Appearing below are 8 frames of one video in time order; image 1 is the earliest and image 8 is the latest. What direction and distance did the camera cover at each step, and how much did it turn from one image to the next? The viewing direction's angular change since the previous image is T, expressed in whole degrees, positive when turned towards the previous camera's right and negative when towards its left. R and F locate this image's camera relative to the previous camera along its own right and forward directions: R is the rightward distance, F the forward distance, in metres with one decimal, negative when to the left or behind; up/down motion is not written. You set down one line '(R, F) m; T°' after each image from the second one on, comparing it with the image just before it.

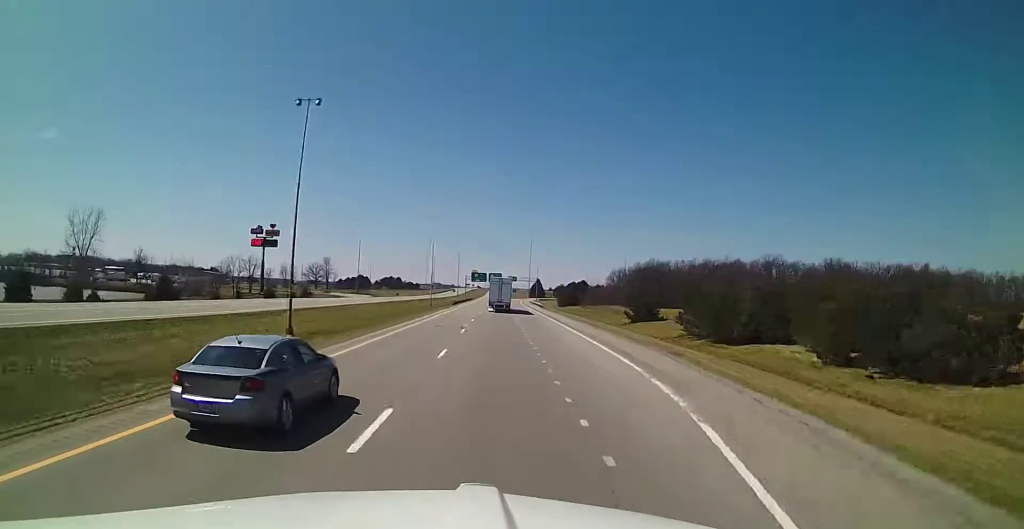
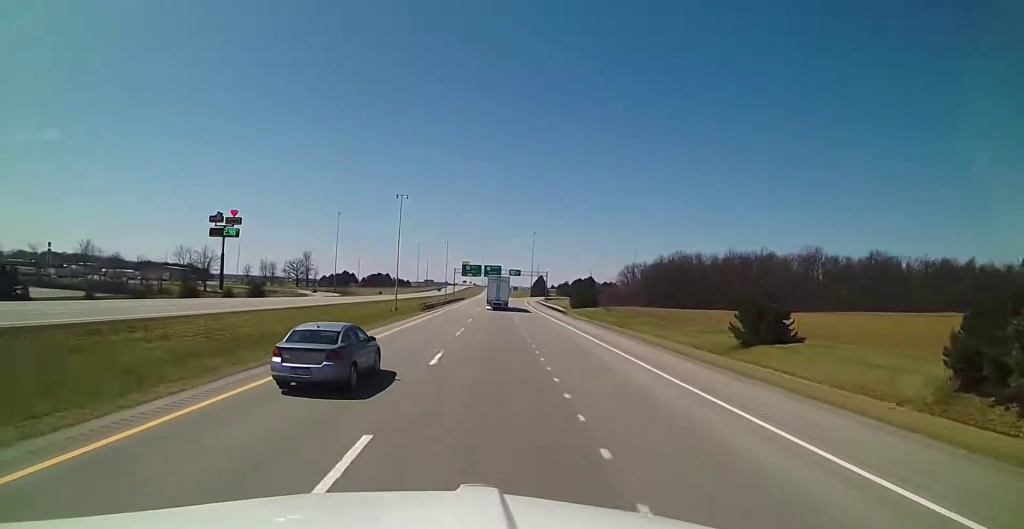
(+0.2, +38.6) m; +1°
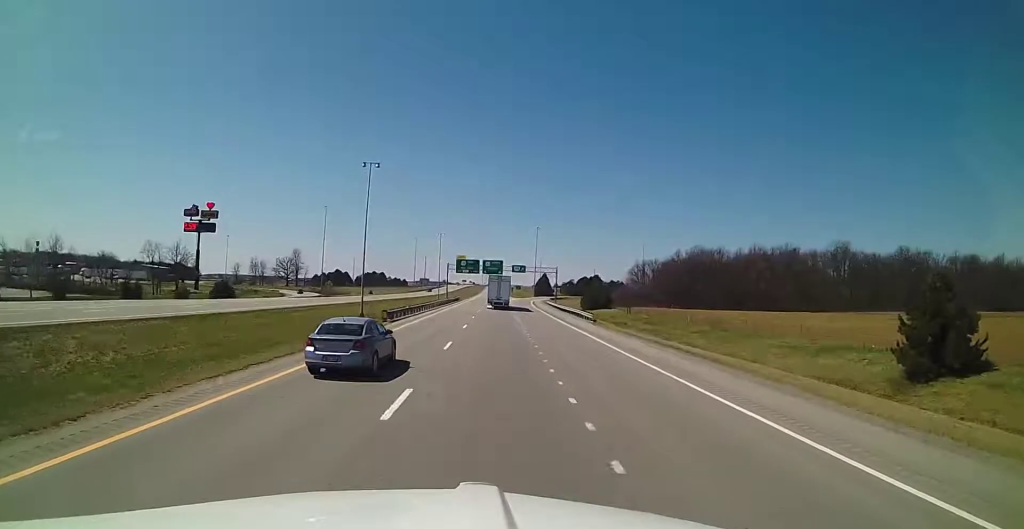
(+0.4, +20.2) m; 0°
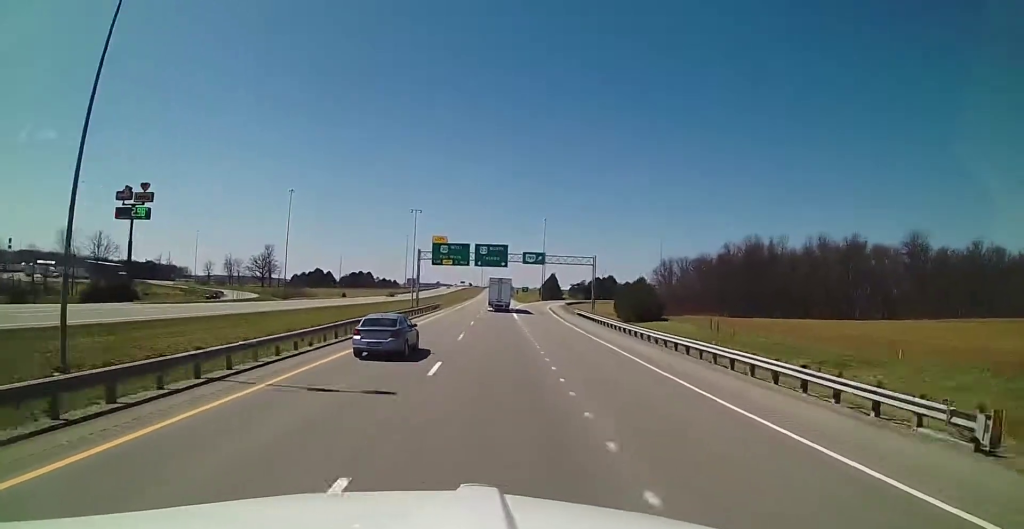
(-0.8, +42.3) m; -1°
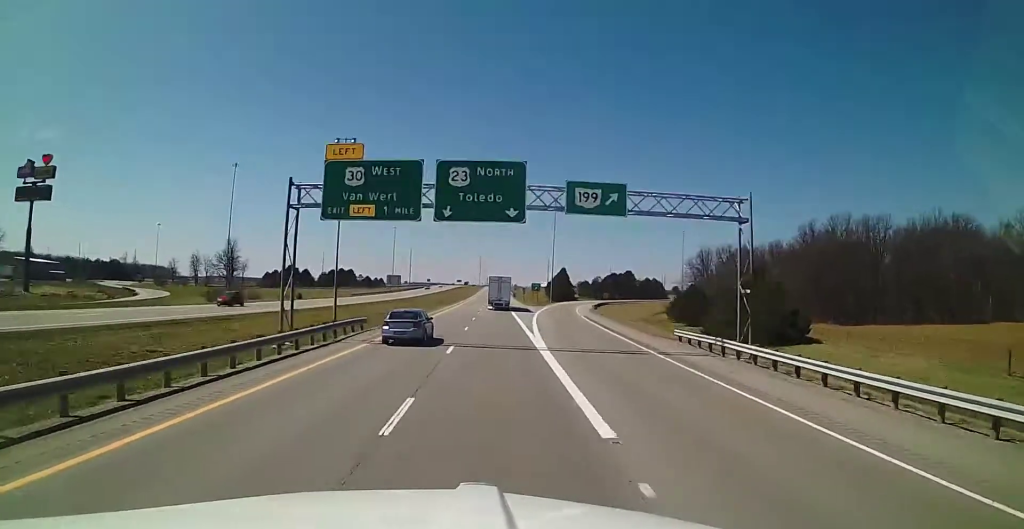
(0.0, +43.3) m; 0°
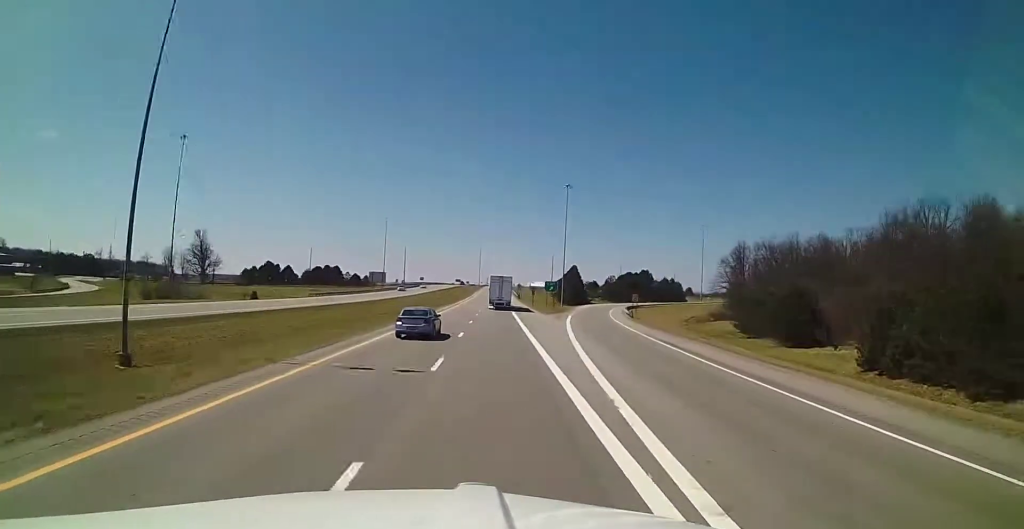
(0.0, +28.8) m; 0°
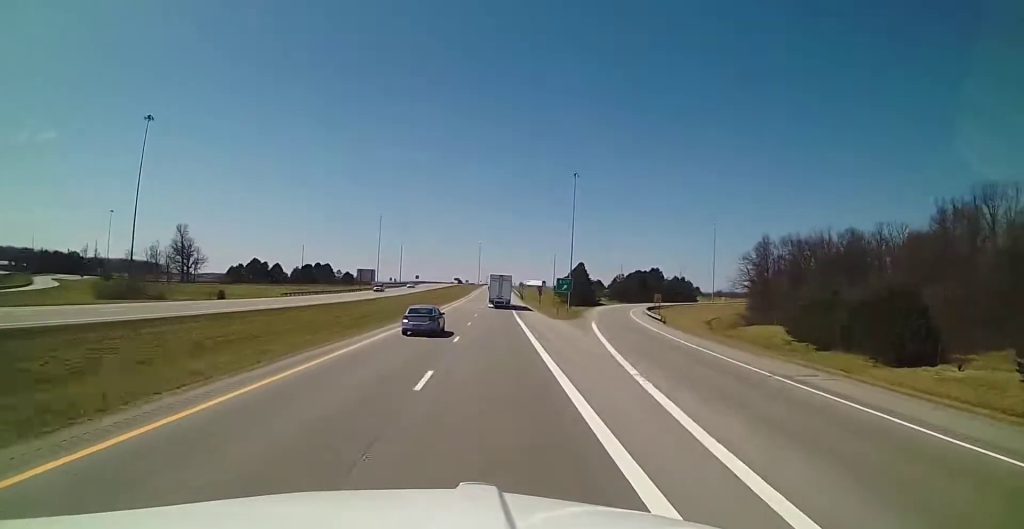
(0.0, +15.4) m; 0°
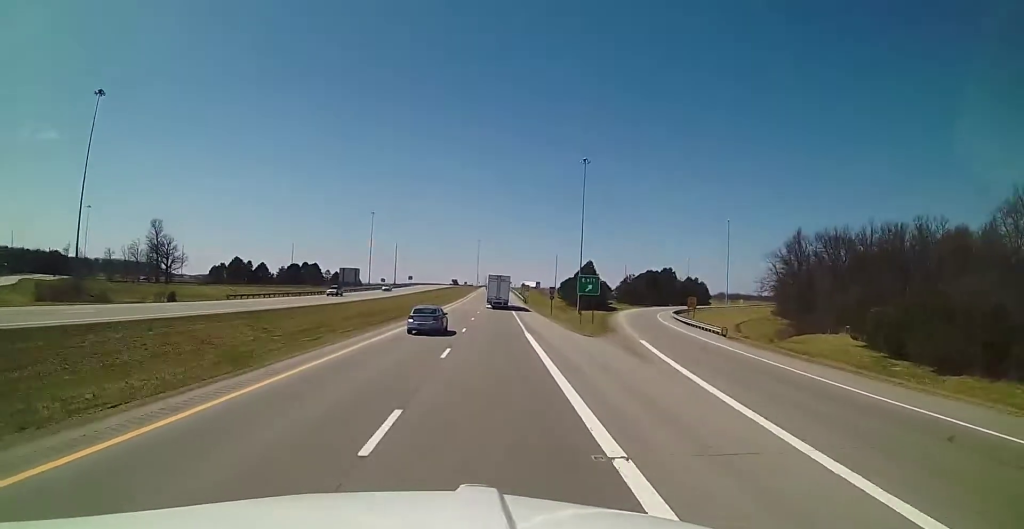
(0.0, +17.3) m; 0°
